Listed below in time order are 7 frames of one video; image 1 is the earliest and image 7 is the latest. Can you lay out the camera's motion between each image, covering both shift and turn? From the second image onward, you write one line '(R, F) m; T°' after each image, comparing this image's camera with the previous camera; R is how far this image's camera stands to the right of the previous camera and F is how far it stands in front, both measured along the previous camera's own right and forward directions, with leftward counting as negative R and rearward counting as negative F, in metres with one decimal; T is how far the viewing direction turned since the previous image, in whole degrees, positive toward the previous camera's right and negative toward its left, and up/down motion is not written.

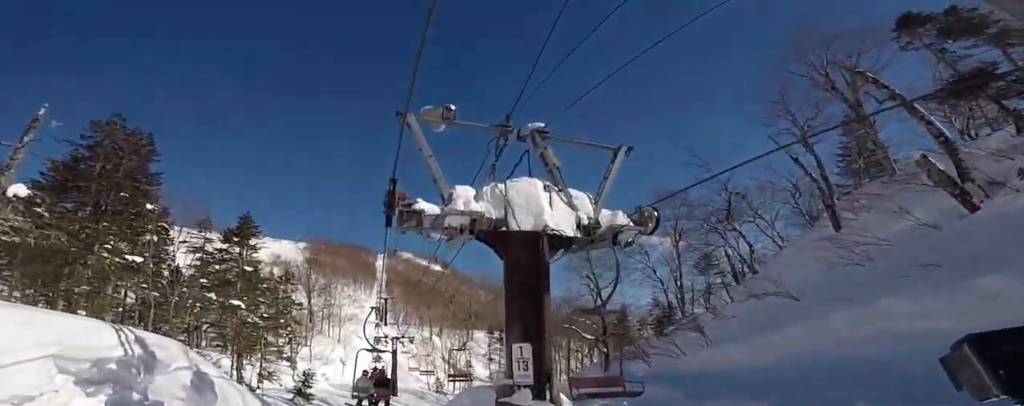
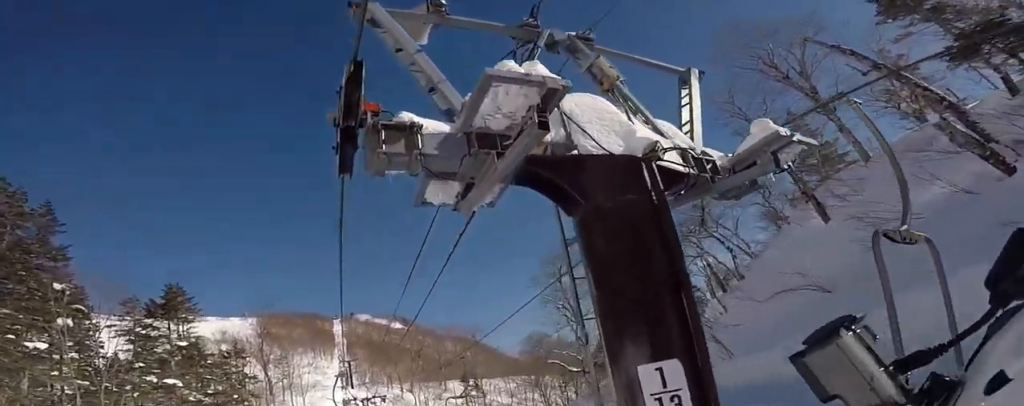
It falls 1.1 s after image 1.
(0.0, +2.2) m; -1°
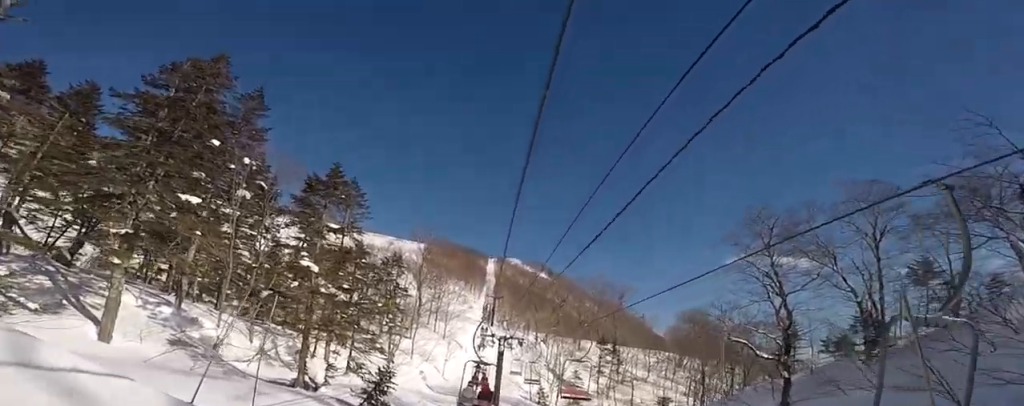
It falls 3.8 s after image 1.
(0.0, +5.2) m; 0°
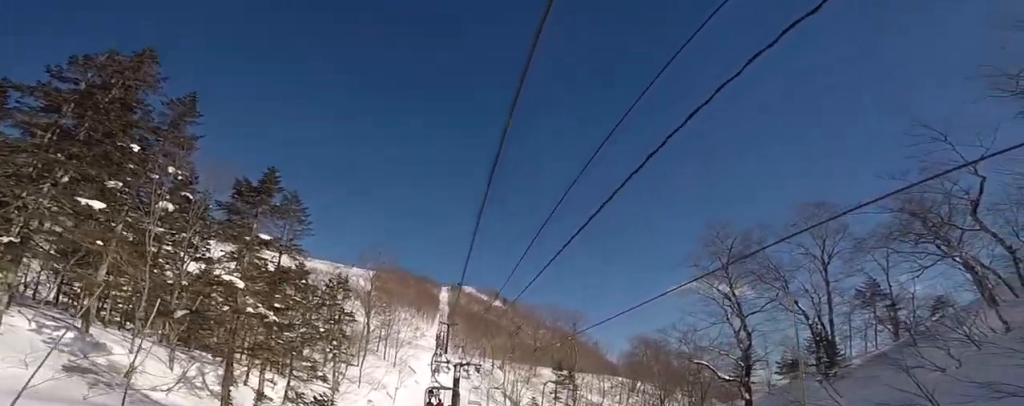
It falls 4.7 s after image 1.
(0.0, +1.6) m; 0°
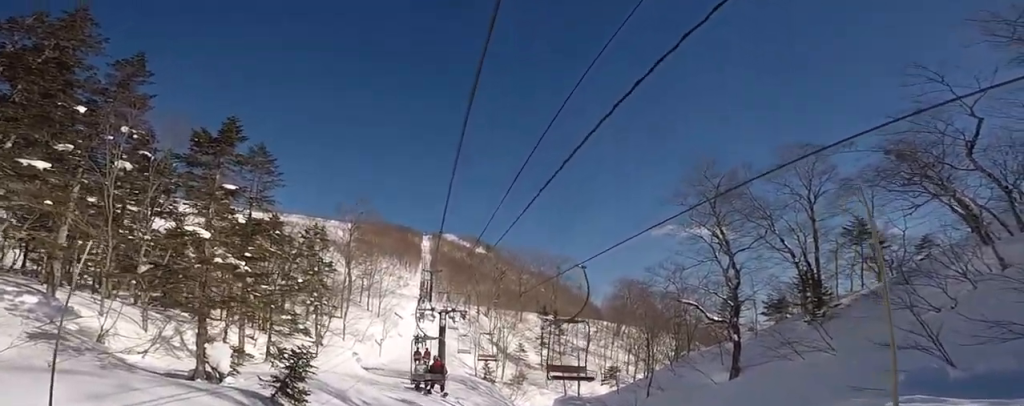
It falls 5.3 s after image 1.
(0.0, +1.3) m; 0°
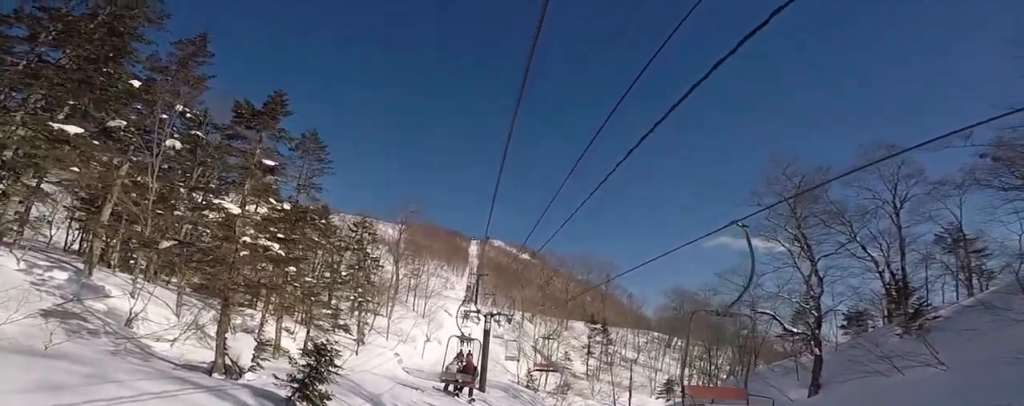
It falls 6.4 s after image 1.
(0.0, +2.0) m; 0°
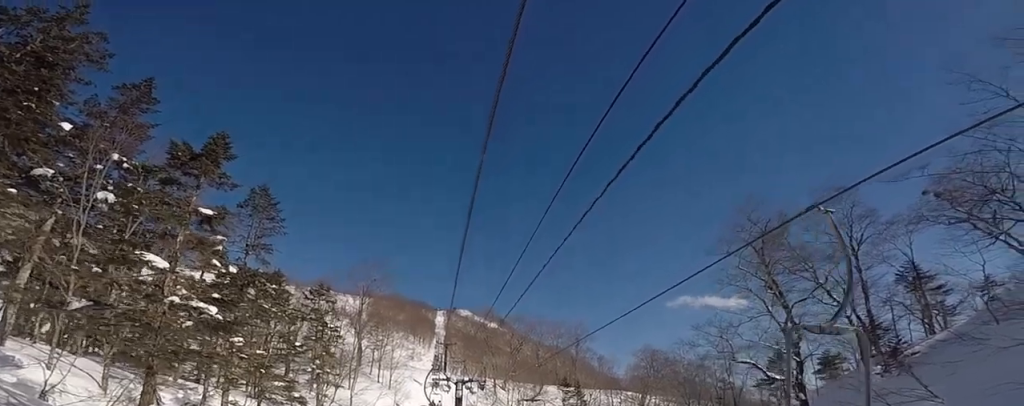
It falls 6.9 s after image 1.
(0.0, +0.9) m; 0°
